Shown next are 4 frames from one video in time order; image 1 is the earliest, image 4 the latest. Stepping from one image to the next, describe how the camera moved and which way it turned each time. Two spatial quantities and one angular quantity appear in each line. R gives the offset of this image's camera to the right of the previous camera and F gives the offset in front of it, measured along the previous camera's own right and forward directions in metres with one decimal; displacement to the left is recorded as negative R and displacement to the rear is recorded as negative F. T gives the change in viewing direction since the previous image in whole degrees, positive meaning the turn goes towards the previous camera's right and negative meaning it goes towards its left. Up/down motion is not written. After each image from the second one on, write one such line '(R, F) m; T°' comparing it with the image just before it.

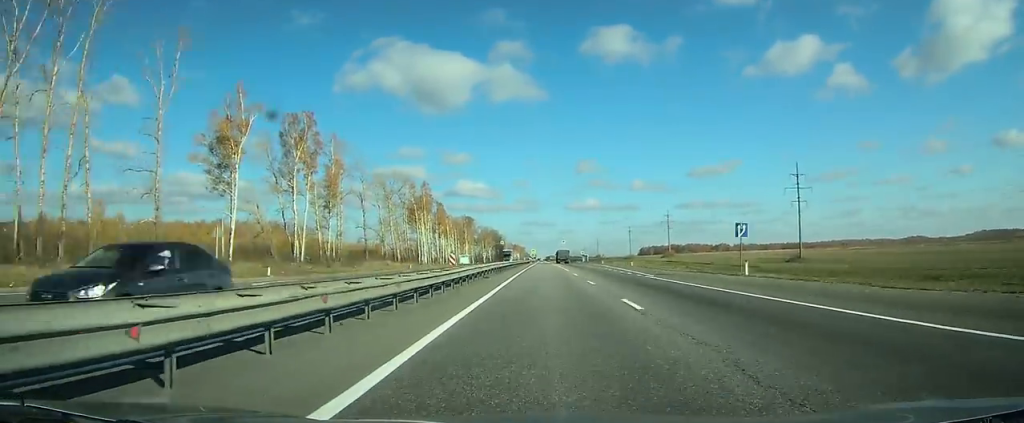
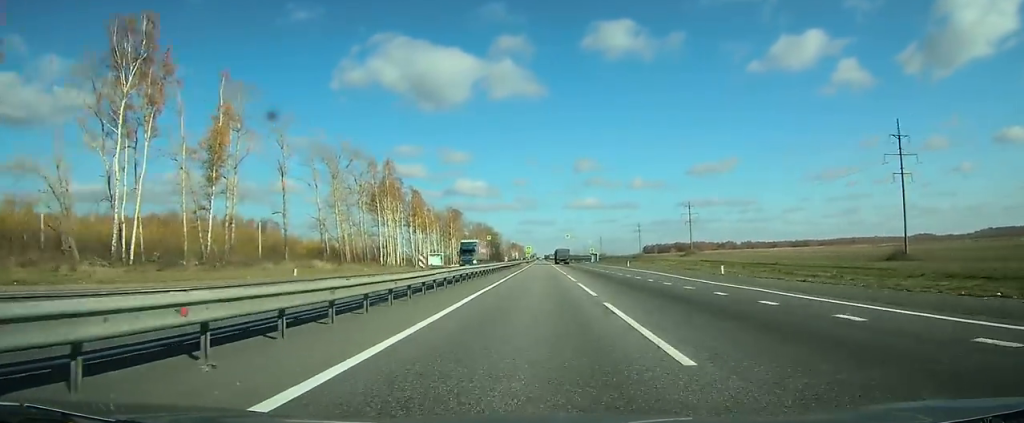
(+0.2, +44.4) m; 0°
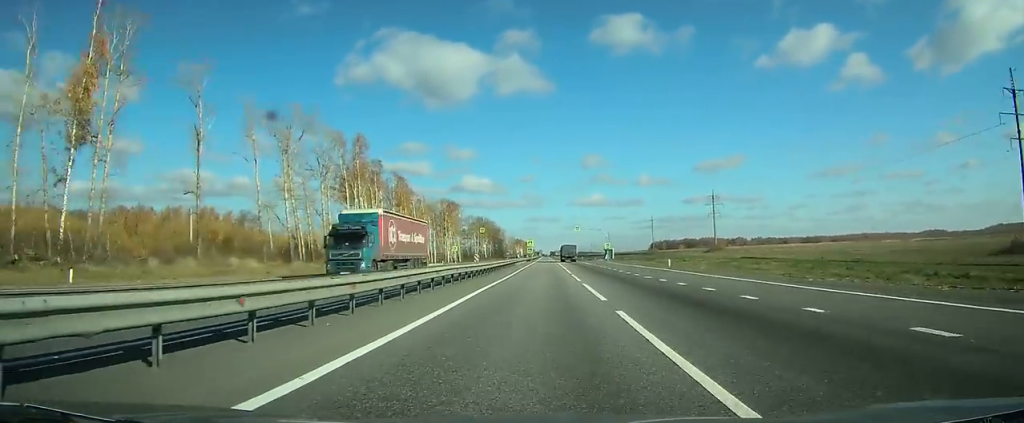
(0.0, +27.3) m; 0°
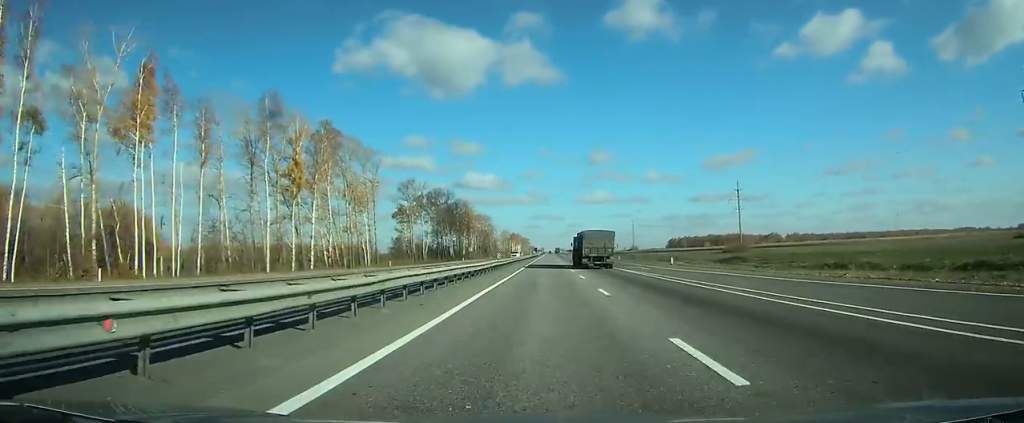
(-0.2, +142.1) m; 0°
